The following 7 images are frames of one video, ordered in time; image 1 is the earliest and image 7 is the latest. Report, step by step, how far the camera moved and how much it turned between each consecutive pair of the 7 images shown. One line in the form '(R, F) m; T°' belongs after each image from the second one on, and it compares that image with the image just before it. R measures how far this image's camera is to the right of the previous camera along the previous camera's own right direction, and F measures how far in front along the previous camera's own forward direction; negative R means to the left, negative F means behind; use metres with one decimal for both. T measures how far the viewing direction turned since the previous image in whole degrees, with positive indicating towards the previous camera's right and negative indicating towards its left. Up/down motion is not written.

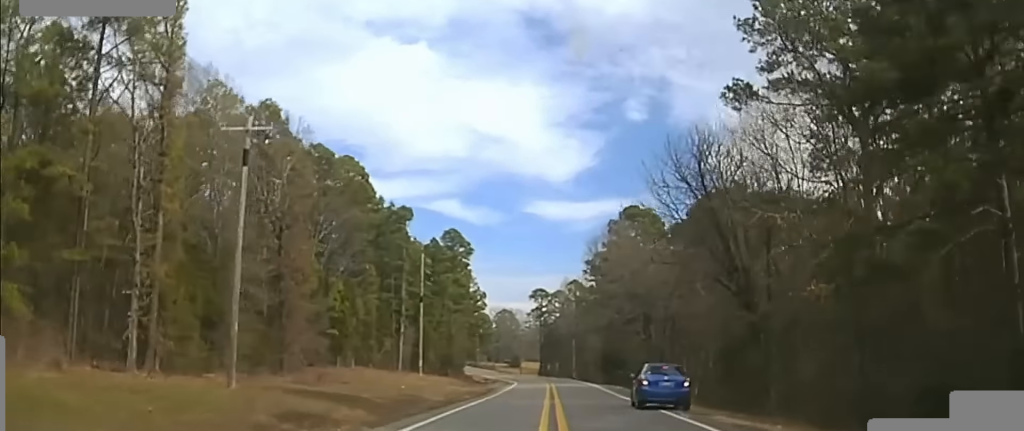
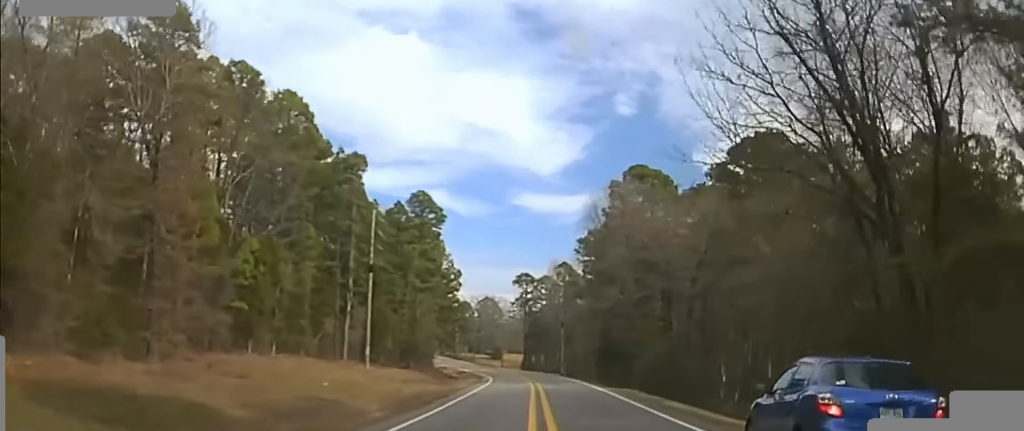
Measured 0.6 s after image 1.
(+0.1, +15.7) m; 0°
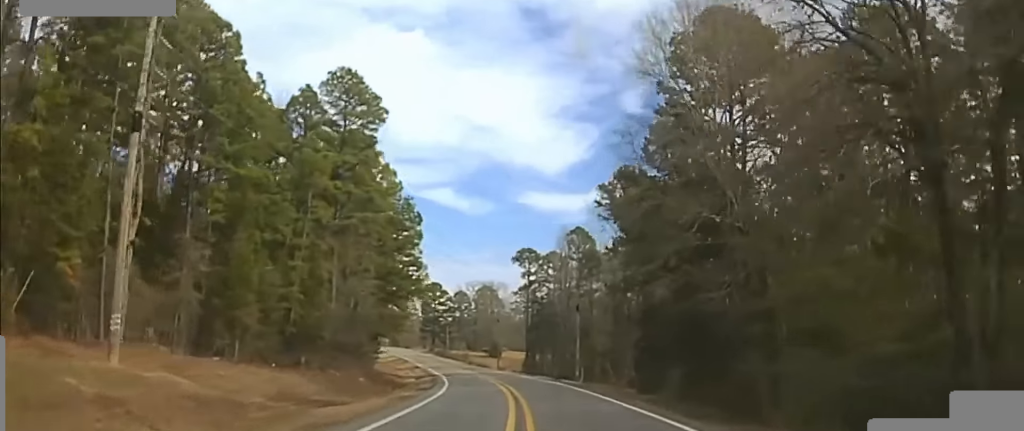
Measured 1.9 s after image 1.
(-0.2, +41.5) m; -1°
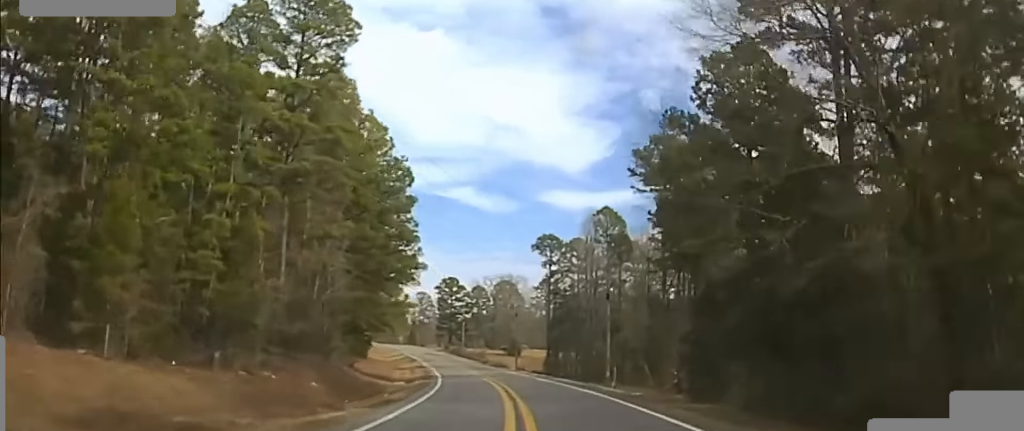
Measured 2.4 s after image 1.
(+0.3, +16.4) m; -1°
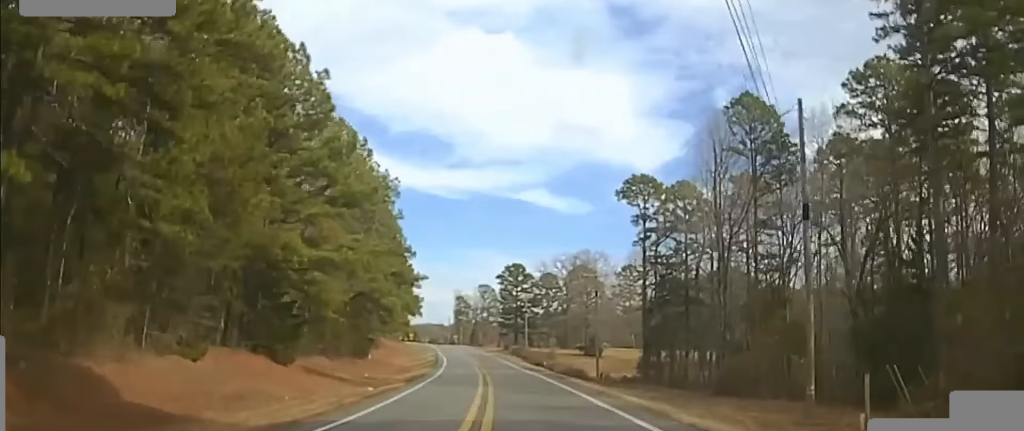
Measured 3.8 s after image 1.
(-2.5, +61.5) m; -5°
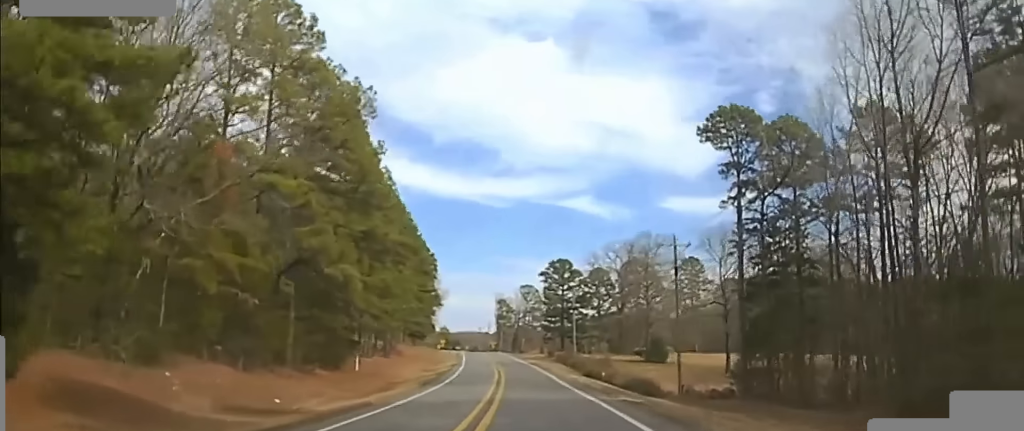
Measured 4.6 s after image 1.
(-1.0, +39.9) m; -2°
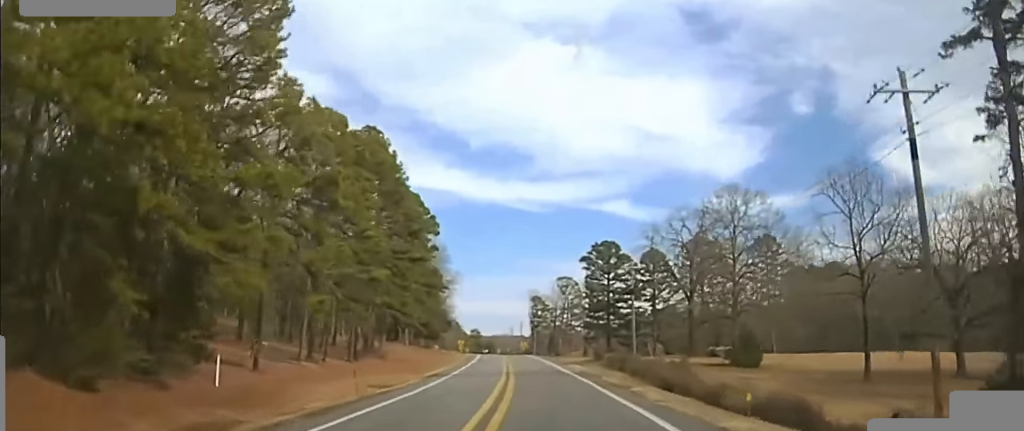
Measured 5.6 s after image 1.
(-1.2, +47.1) m; -3°
